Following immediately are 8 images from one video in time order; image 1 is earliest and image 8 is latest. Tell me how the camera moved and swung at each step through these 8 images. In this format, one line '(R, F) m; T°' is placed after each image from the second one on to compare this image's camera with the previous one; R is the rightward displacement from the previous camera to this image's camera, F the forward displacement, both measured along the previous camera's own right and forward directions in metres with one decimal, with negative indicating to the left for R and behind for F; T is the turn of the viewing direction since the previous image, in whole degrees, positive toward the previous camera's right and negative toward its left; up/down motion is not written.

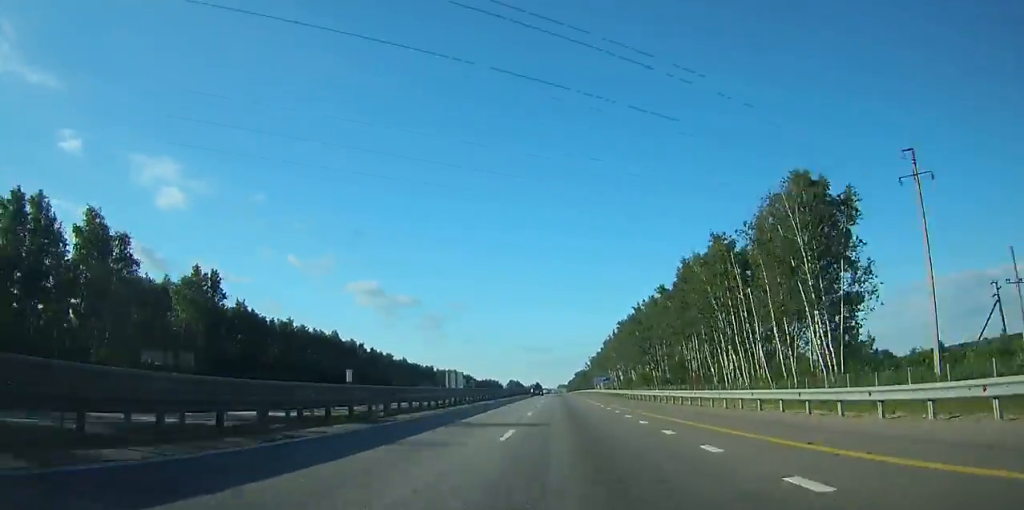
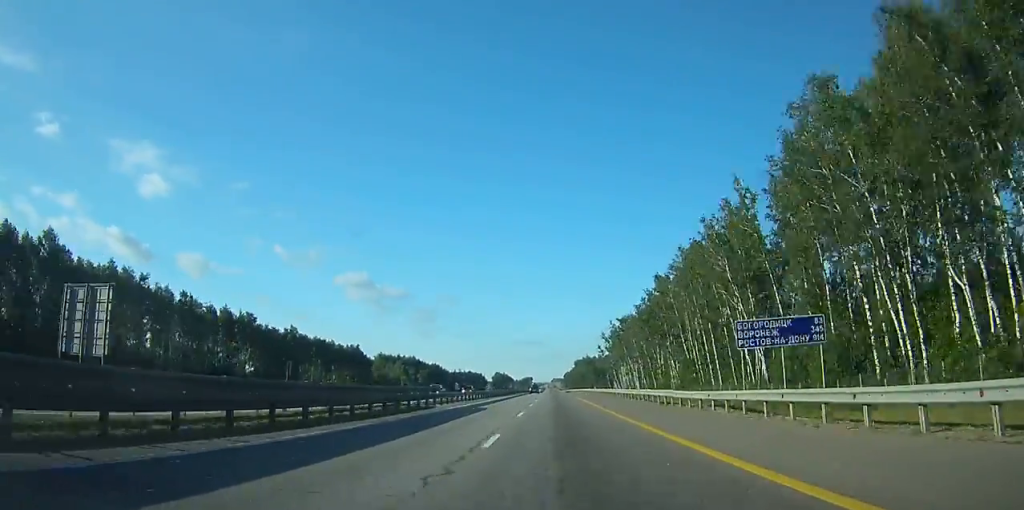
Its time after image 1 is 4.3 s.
(+0.2, +122.6) m; 0°
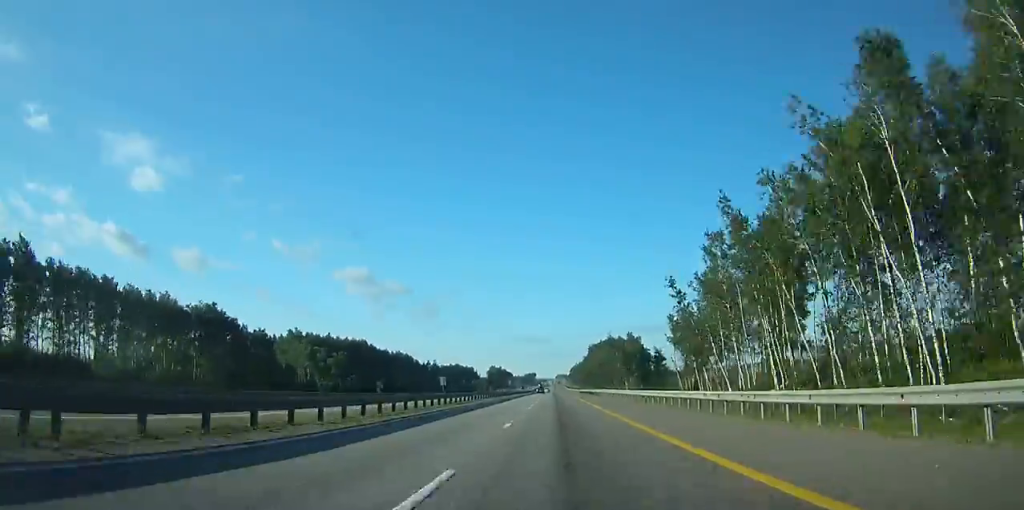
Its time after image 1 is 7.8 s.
(-0.2, +104.4) m; 0°
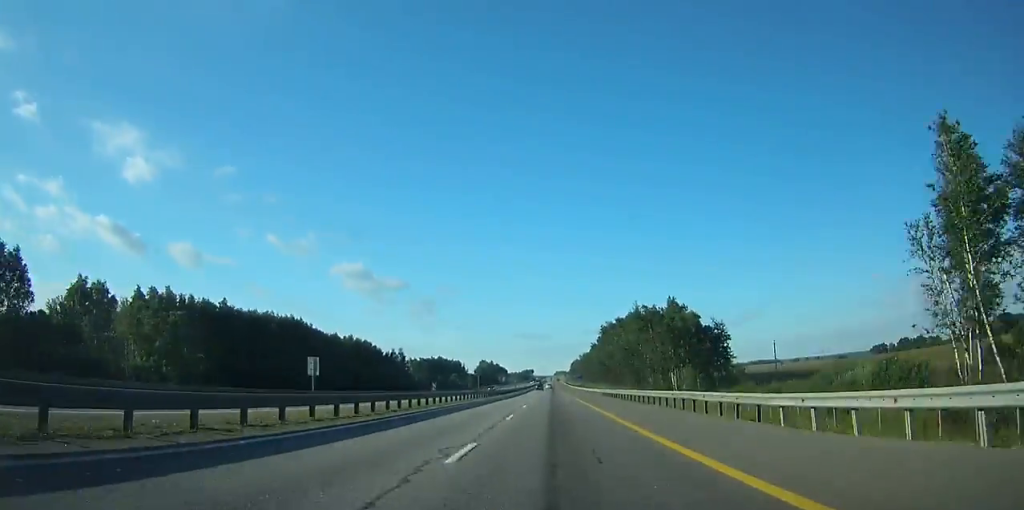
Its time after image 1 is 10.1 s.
(-0.1, +67.3) m; 0°
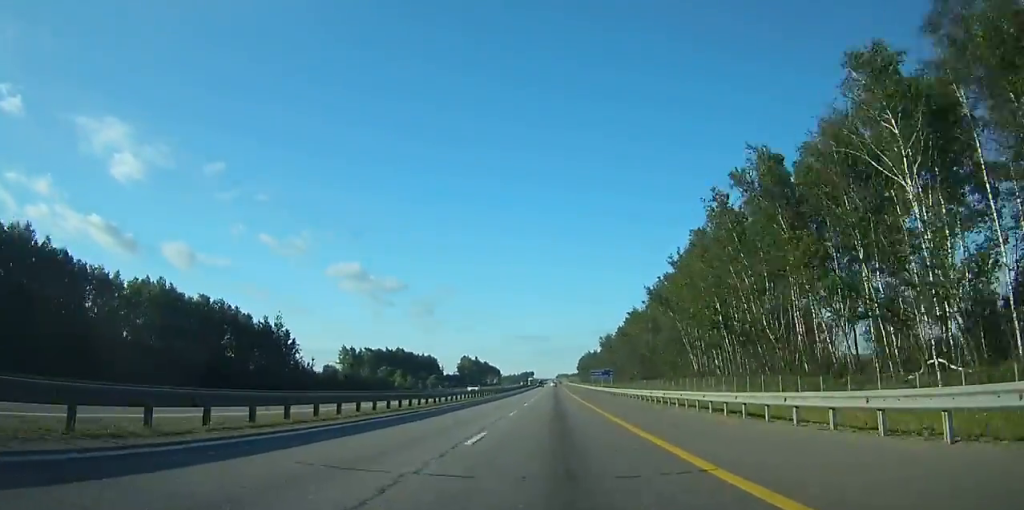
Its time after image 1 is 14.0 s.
(-0.1, +111.9) m; 0°
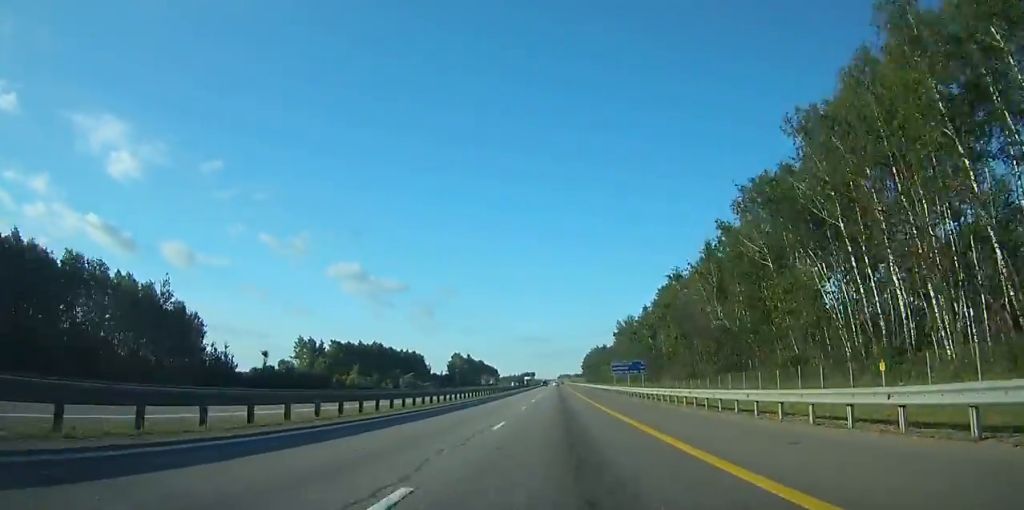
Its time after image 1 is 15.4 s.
(-0.1, +42.2) m; 0°
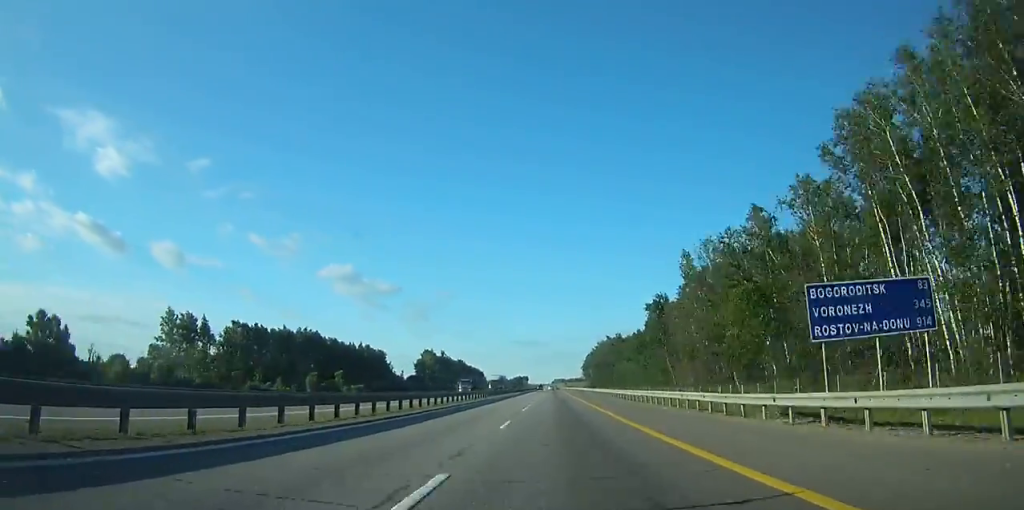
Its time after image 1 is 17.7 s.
(+0.1, +67.5) m; 0°
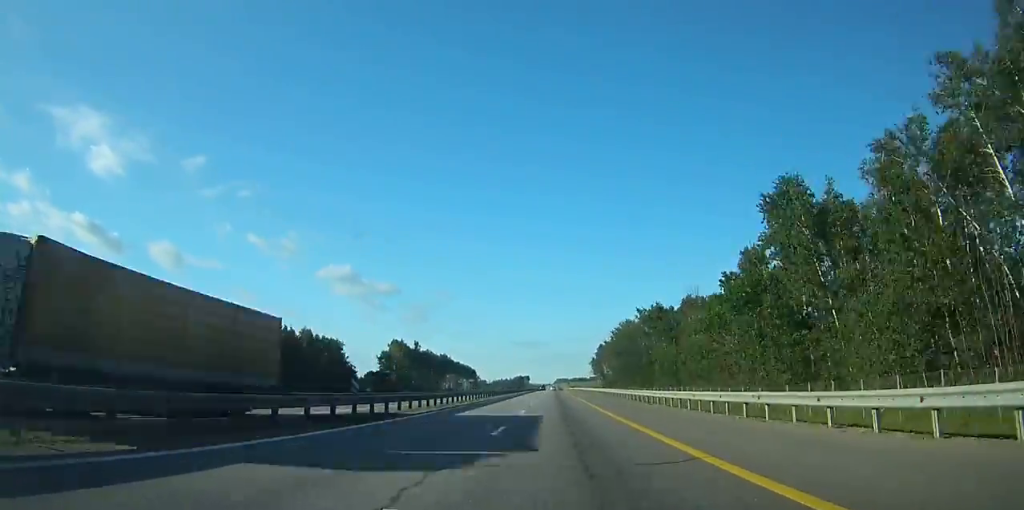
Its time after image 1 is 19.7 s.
(+0.1, +60.5) m; 0°
